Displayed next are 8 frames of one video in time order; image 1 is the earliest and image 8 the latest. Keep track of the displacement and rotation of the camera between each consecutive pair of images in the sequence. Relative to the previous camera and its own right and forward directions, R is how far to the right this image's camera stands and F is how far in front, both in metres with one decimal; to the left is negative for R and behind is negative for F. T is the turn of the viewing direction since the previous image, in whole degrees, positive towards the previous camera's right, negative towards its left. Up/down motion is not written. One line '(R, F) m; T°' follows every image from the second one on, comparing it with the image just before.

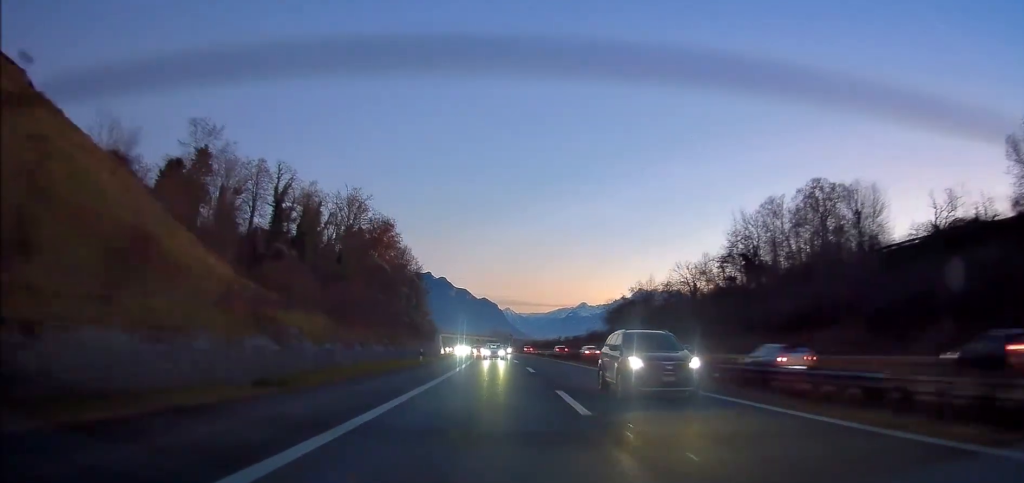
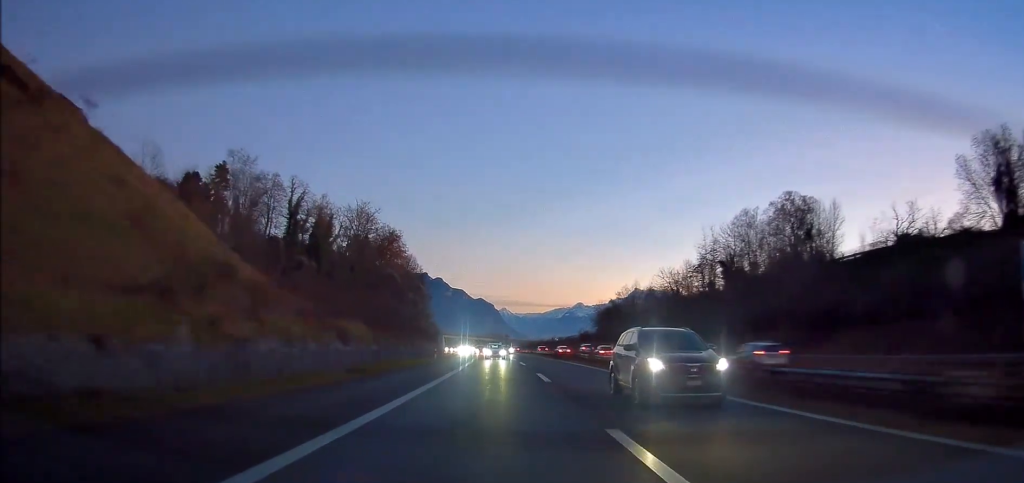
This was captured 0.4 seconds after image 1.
(0.0, +10.3) m; +1°
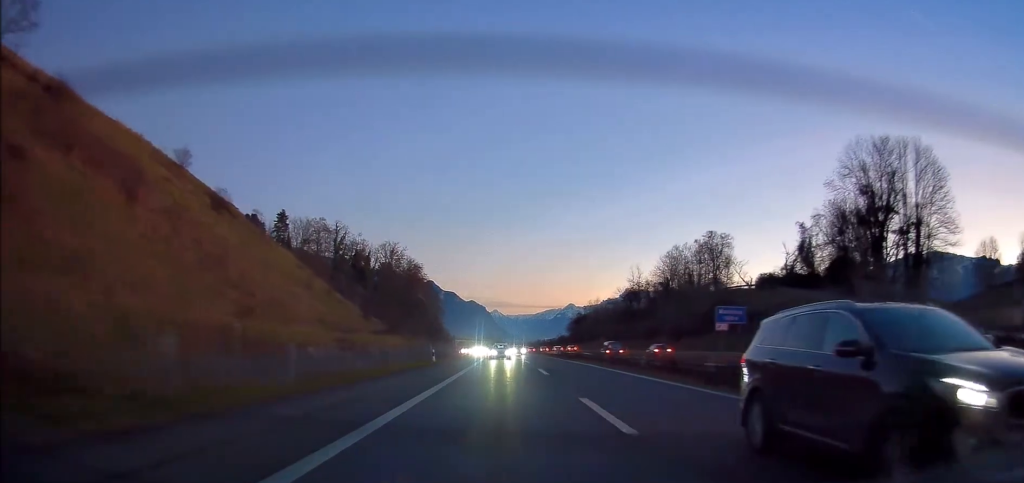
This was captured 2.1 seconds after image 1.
(+0.9, +42.5) m; +1°
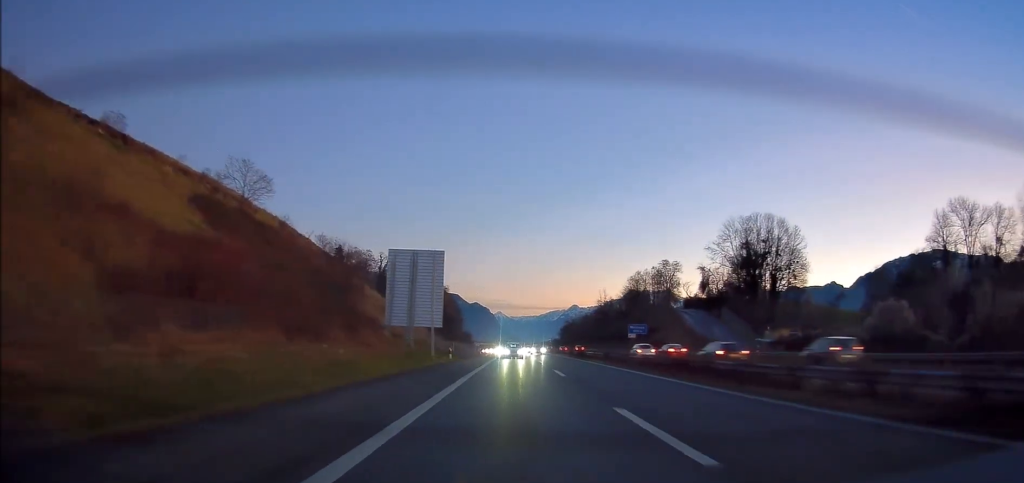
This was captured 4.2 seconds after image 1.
(-0.3, +52.6) m; 0°
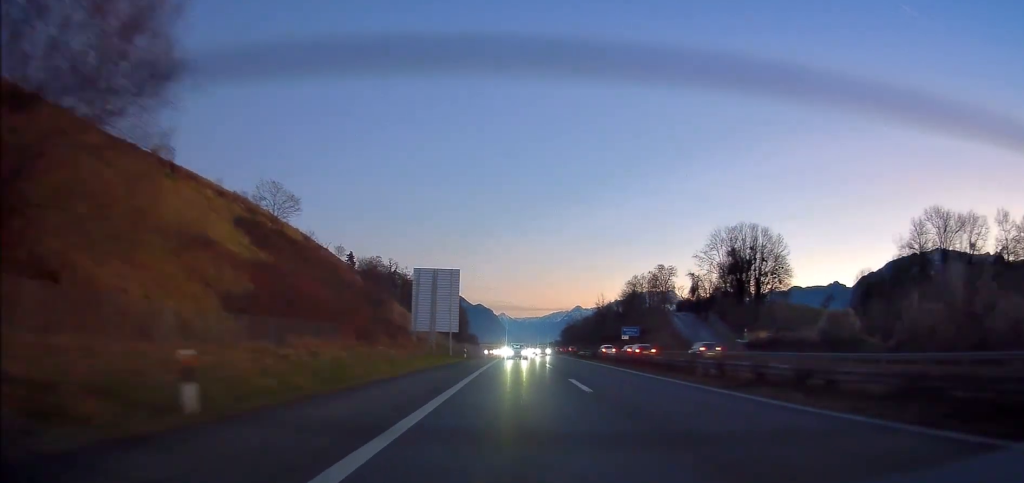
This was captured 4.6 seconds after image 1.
(0.0, +10.8) m; 0°
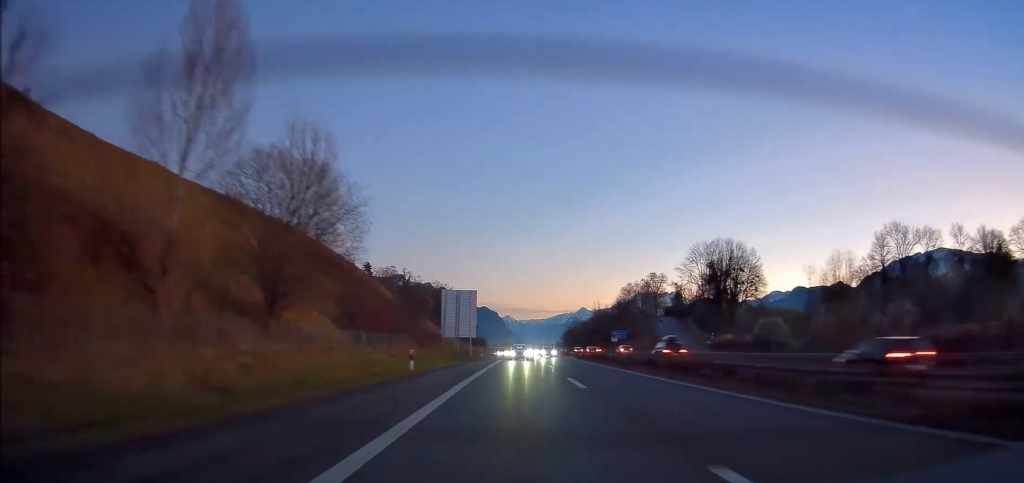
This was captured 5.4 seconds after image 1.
(0.0, +20.0) m; 0°
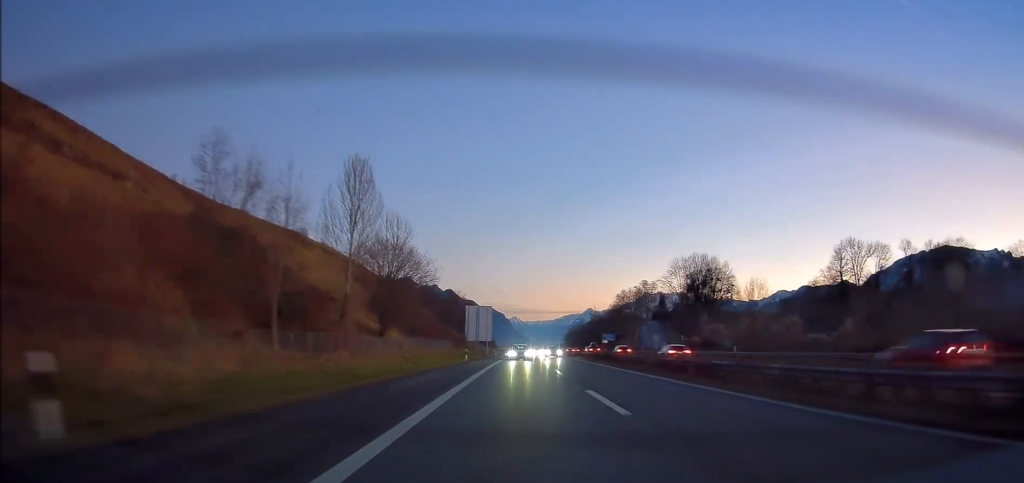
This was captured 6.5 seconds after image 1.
(-0.1, +27.3) m; -1°
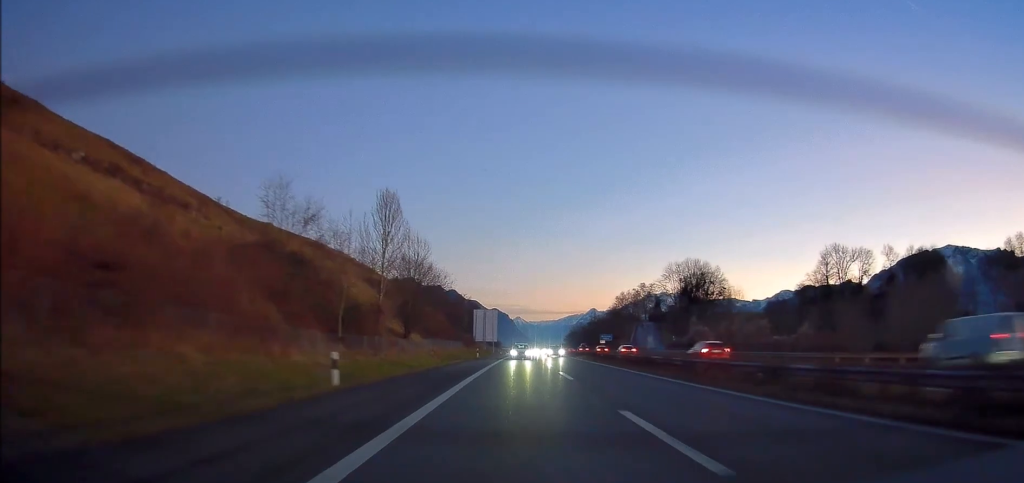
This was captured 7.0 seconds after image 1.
(-0.1, +11.5) m; 0°
